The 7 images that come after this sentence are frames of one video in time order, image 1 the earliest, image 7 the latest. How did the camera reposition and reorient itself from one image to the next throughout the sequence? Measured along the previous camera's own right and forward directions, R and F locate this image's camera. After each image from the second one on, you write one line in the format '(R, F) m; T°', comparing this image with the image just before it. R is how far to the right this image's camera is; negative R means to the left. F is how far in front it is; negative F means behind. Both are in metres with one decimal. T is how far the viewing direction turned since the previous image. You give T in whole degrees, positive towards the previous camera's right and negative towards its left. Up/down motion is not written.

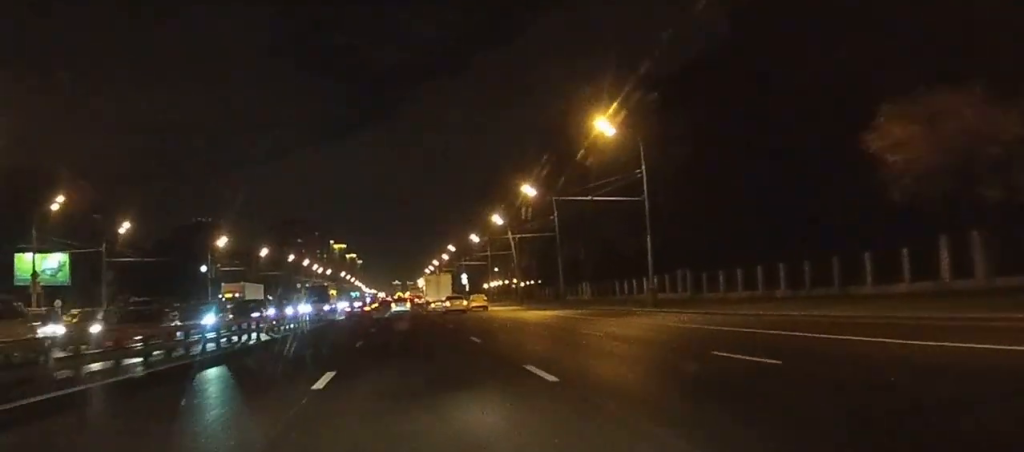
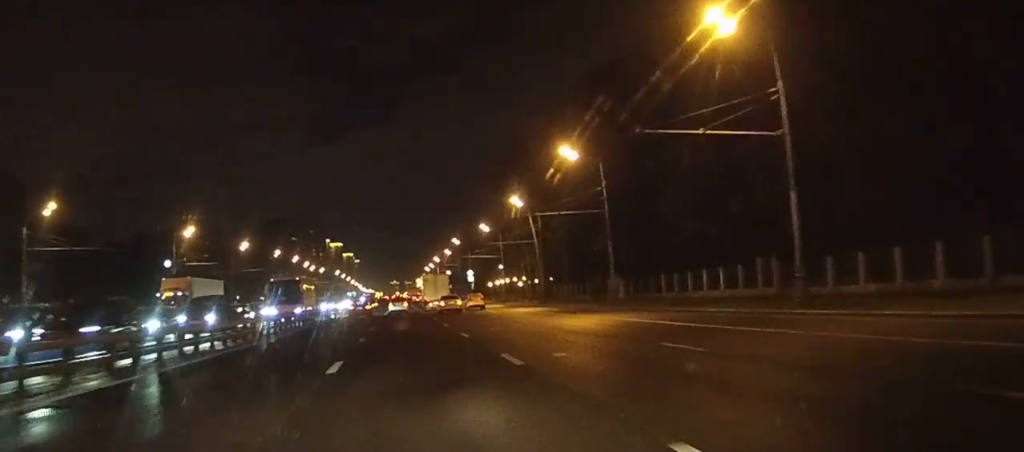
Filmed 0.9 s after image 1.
(0.0, +20.5) m; 0°
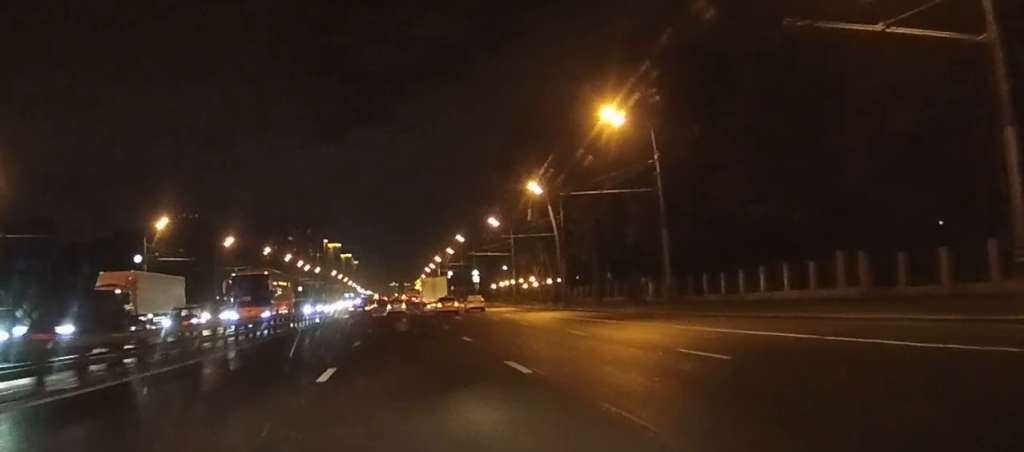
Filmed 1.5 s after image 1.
(0.0, +13.2) m; 0°
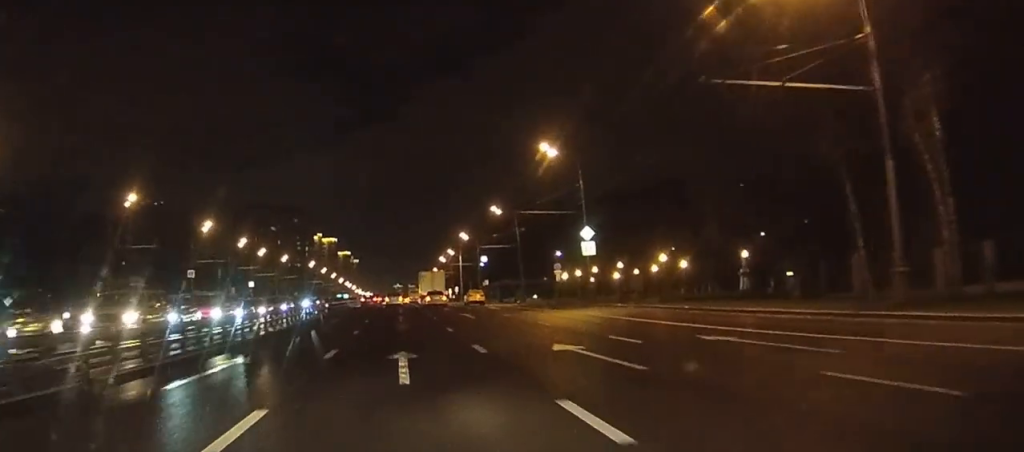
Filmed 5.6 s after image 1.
(-0.4, +90.3) m; 0°
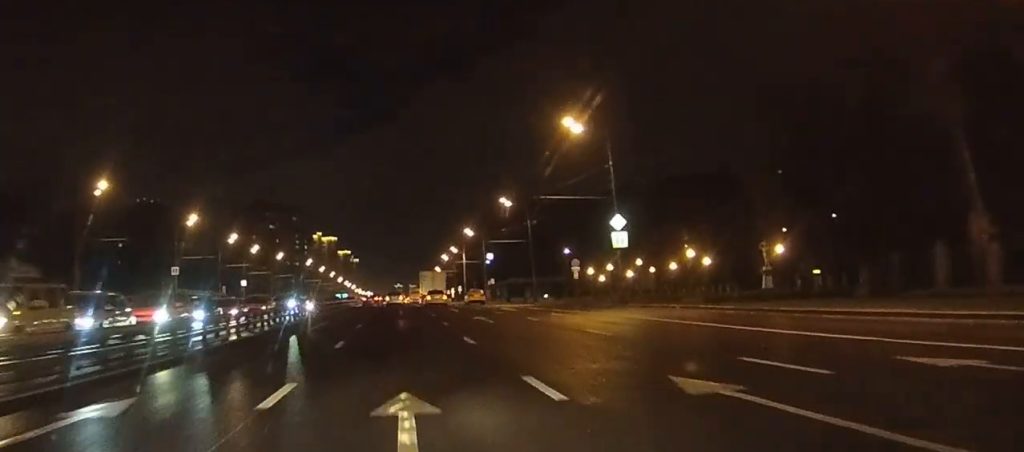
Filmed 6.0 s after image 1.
(0.0, +9.0) m; 0°
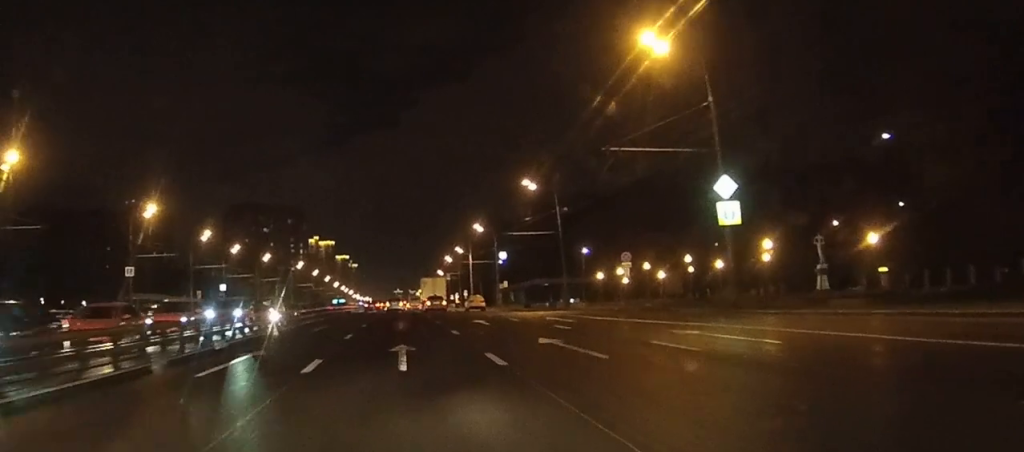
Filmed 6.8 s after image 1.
(0.0, +18.8) m; 0°
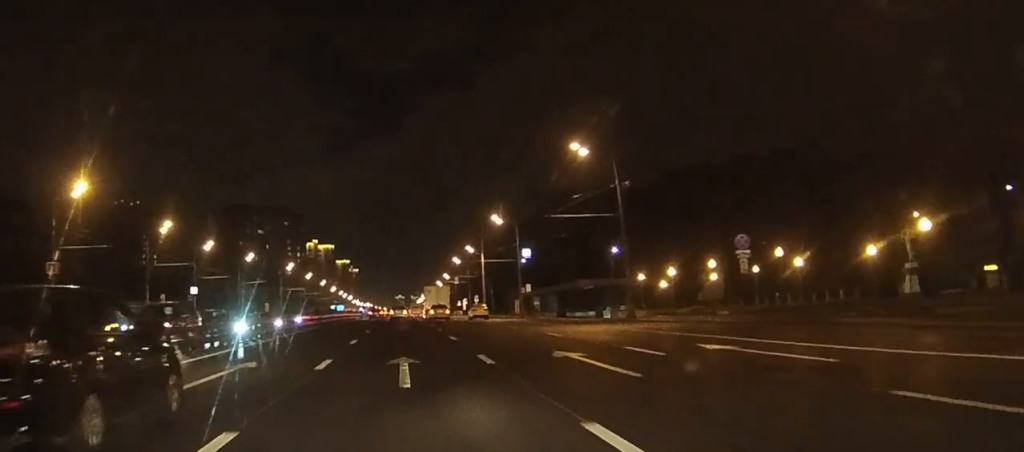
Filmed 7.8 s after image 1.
(0.0, +21.9) m; 0°
